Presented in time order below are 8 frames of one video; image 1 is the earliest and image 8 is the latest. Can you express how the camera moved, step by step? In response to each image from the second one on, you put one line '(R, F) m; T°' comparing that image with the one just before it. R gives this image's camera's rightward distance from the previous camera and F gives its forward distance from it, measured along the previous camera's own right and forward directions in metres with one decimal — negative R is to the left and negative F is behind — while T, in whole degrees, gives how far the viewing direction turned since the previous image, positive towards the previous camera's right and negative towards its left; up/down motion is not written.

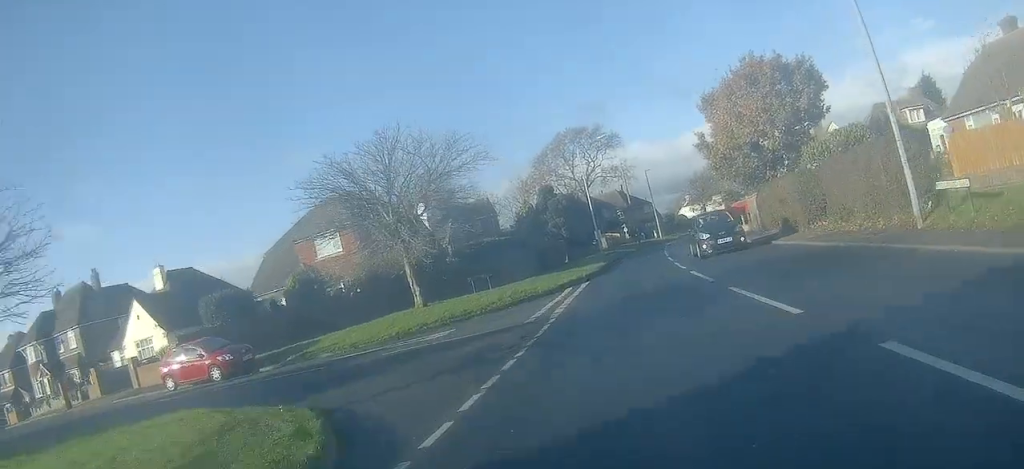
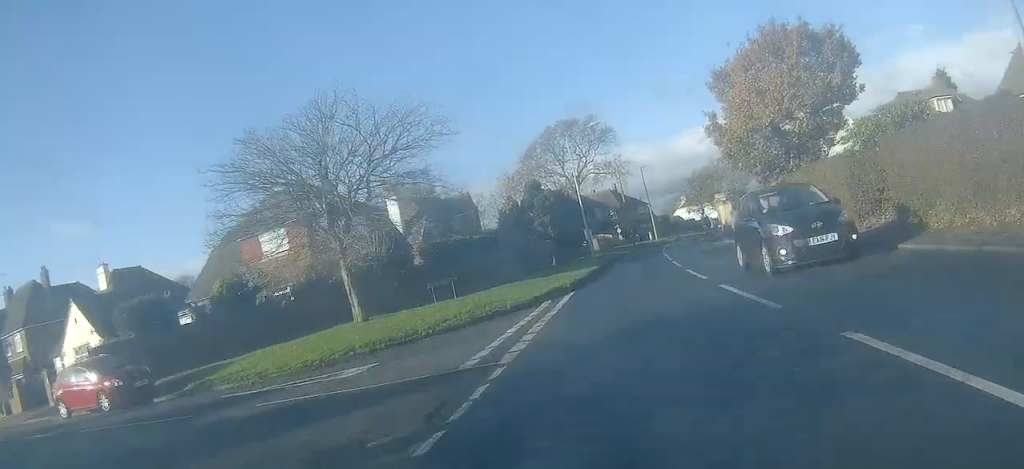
(0.0, +5.3) m; +1°
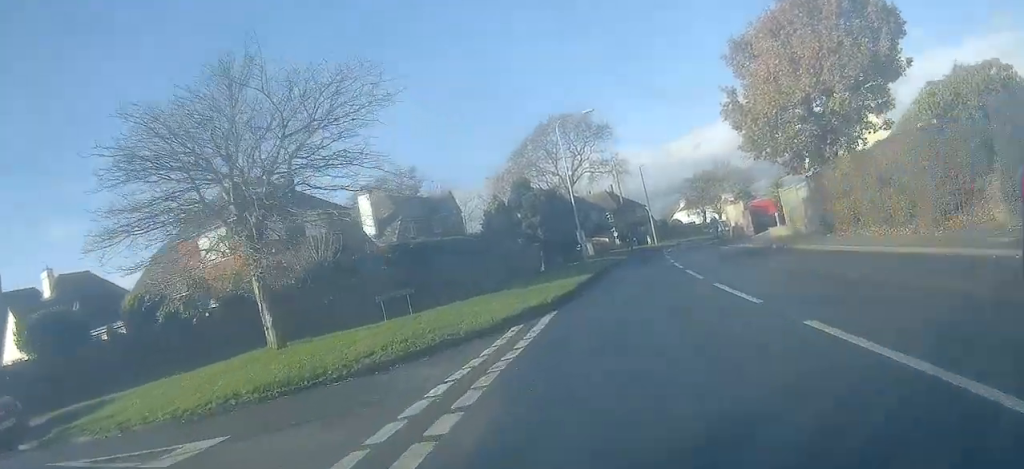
(+0.1, +4.9) m; +1°
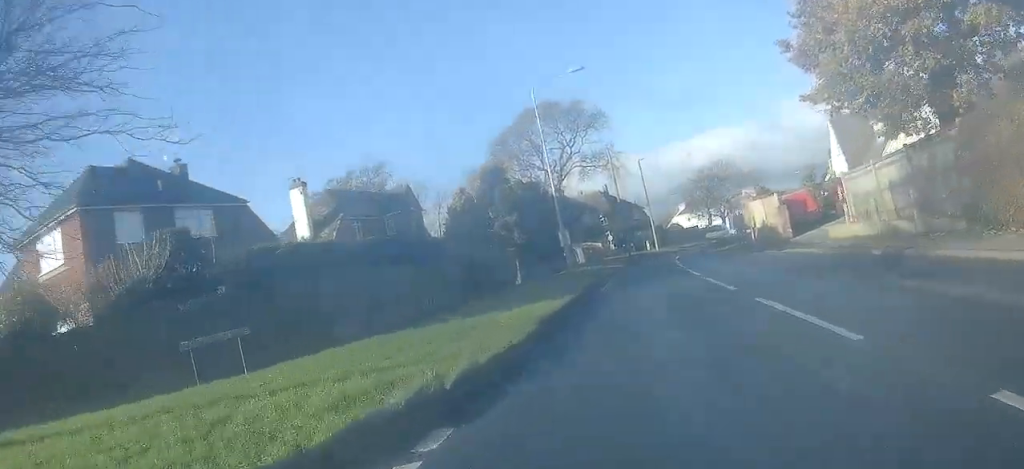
(+0.1, +8.9) m; +1°
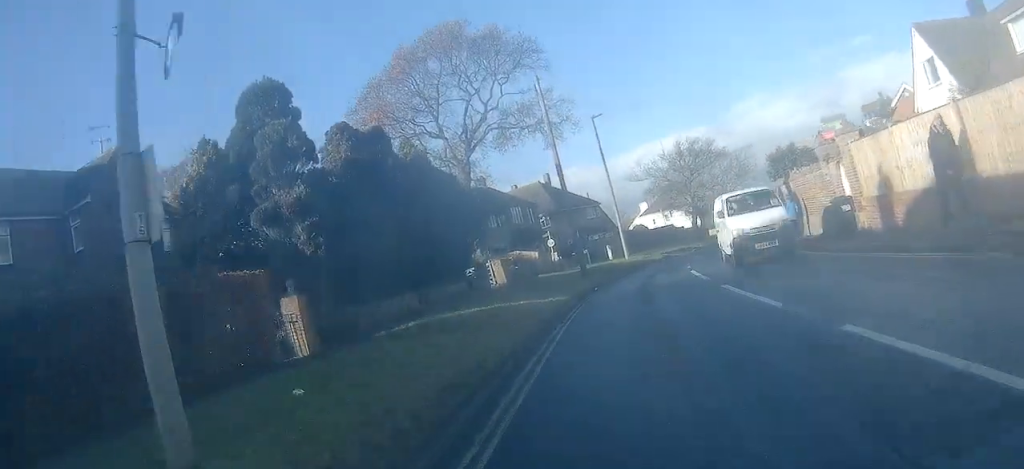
(+0.7, +21.9) m; +5°
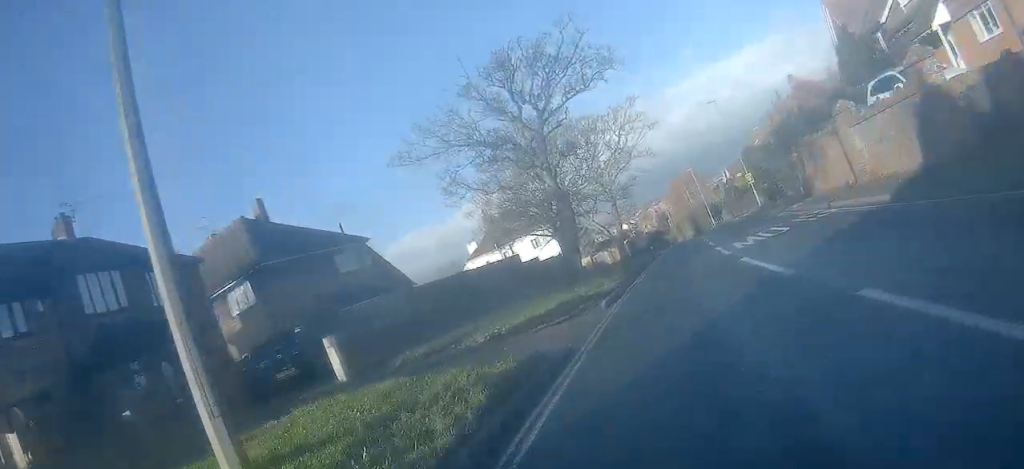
(+3.7, +30.8) m; +16°
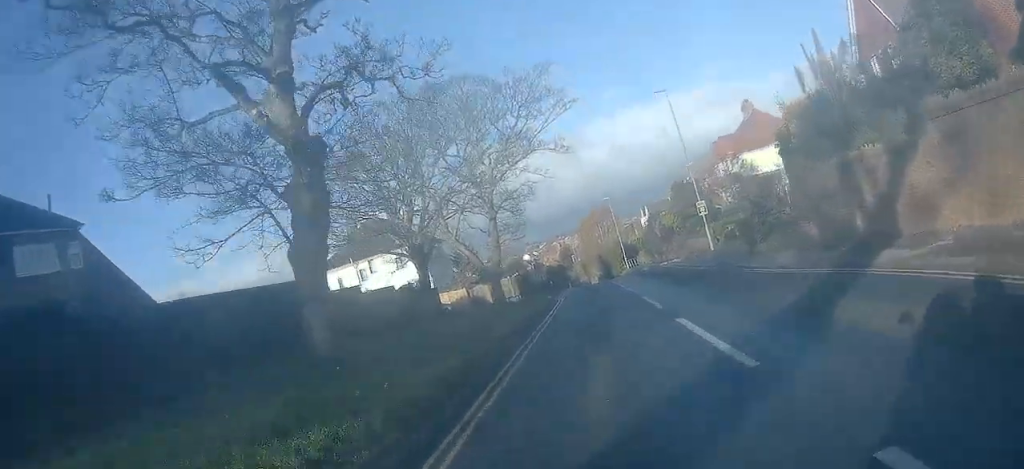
(+1.0, +13.7) m; +6°
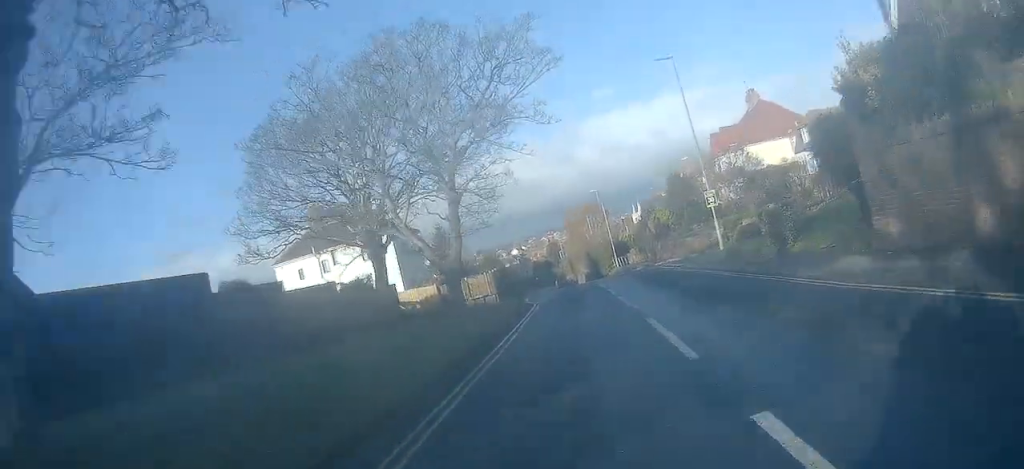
(+0.1, +4.6) m; 0°
